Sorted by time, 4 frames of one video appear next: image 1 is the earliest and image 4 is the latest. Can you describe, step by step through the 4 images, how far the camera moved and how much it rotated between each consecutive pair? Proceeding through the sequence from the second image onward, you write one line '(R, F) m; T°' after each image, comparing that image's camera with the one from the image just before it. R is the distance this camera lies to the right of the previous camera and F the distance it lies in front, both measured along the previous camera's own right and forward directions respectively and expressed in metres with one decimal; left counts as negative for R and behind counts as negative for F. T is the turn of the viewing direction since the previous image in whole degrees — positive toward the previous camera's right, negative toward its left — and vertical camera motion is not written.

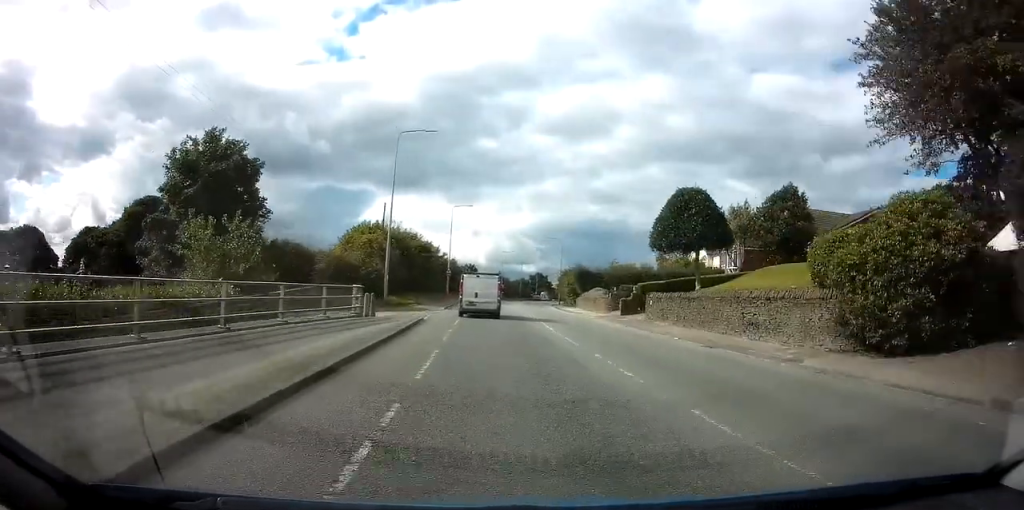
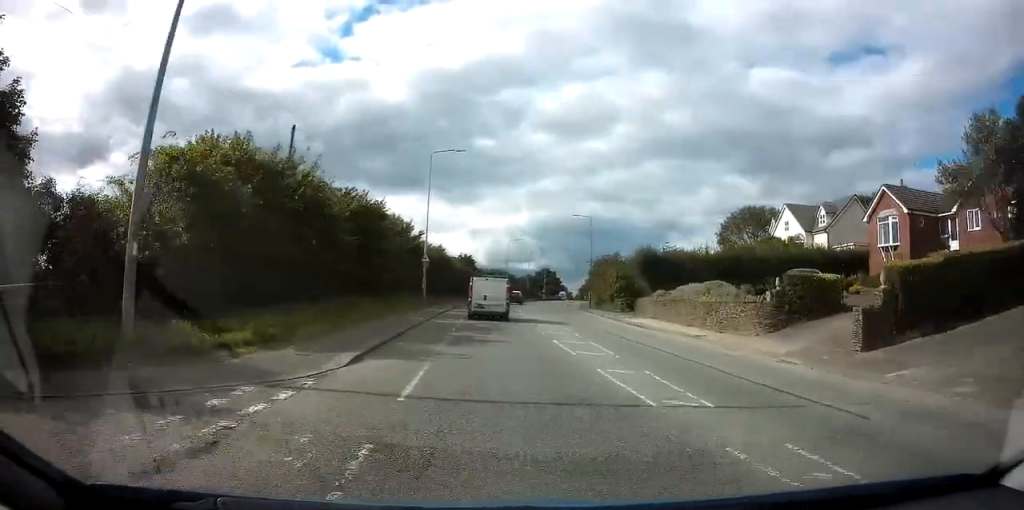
(-0.8, +24.9) m; -2°
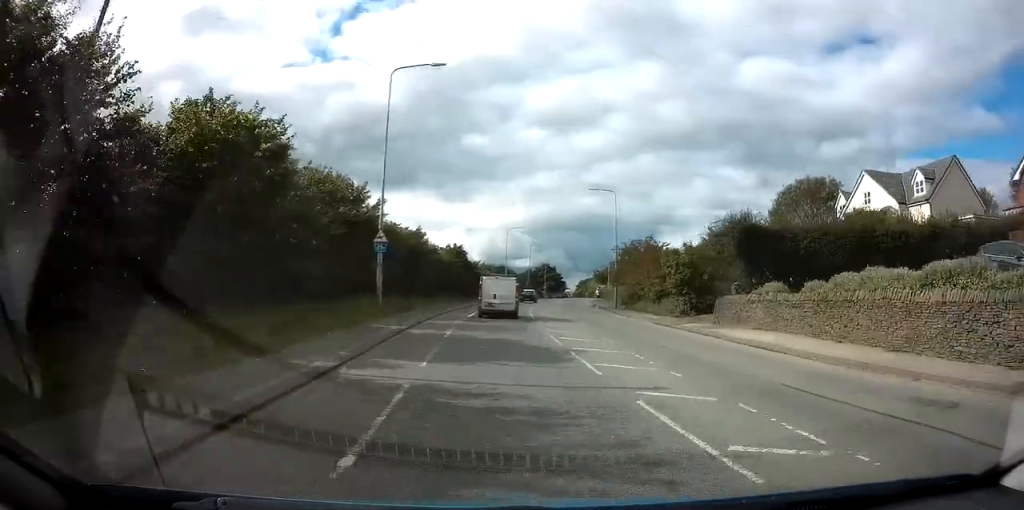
(+0.4, +14.7) m; +2°
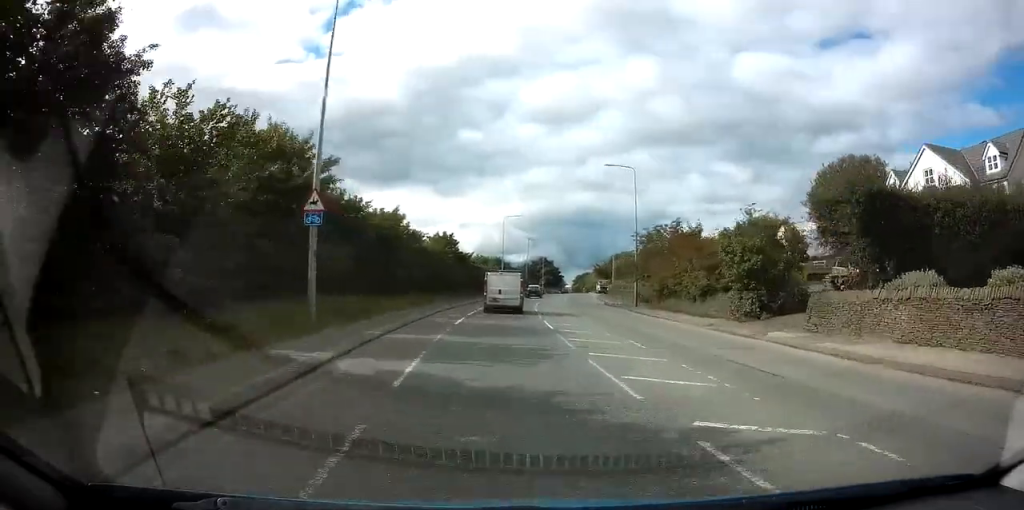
(0.0, +8.2) m; +1°
